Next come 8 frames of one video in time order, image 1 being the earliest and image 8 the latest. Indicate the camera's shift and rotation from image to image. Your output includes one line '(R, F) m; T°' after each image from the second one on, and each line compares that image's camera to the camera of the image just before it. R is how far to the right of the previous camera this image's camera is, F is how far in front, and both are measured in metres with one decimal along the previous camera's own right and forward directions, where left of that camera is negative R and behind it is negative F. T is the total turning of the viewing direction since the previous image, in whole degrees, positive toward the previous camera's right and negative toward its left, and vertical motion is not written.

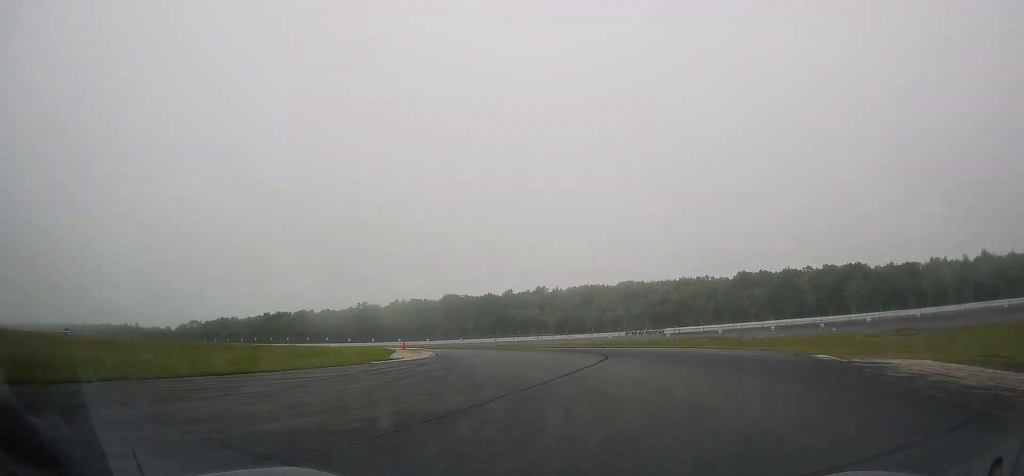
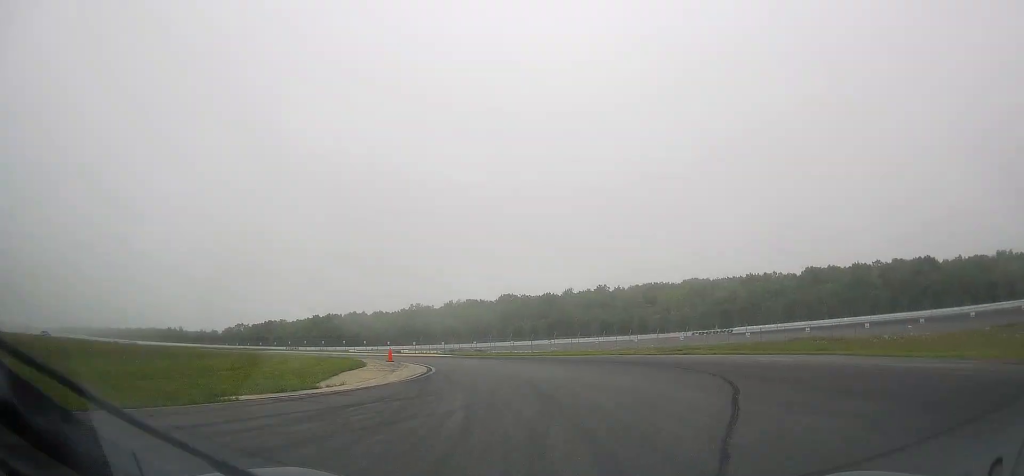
(-1.1, +10.2) m; -10°
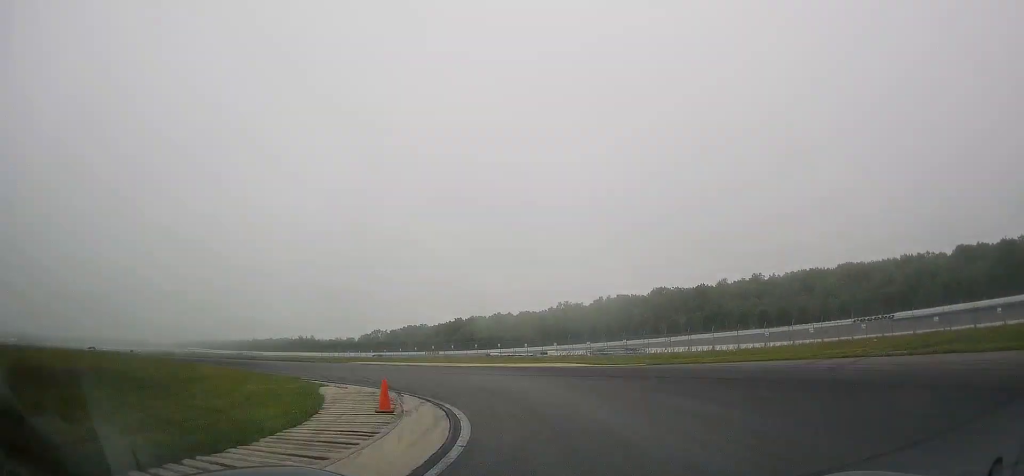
(-0.8, +11.6) m; -13°
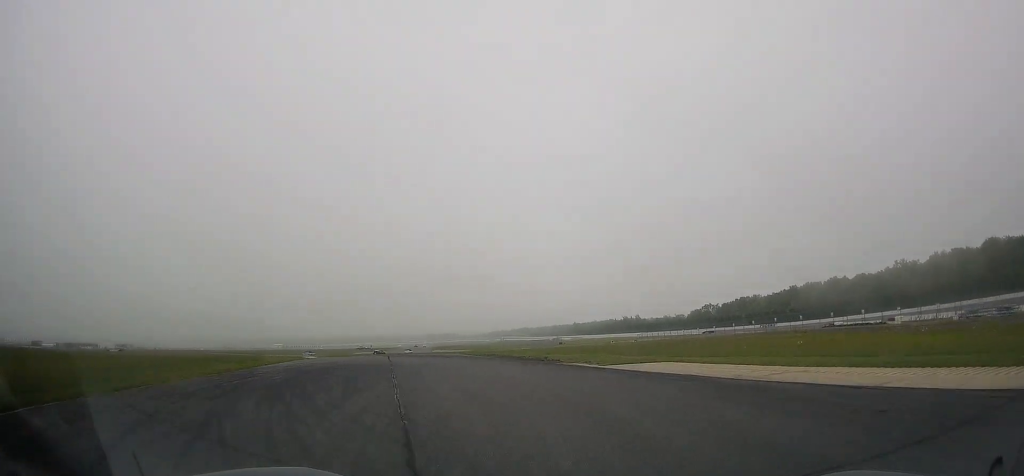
(-7.0, +22.8) m; -31°
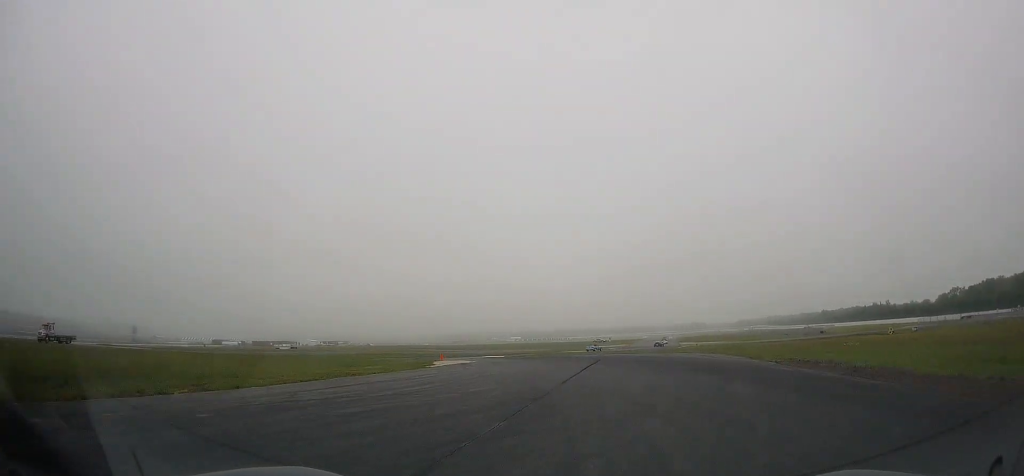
(-5.7, +23.7) m; -22°
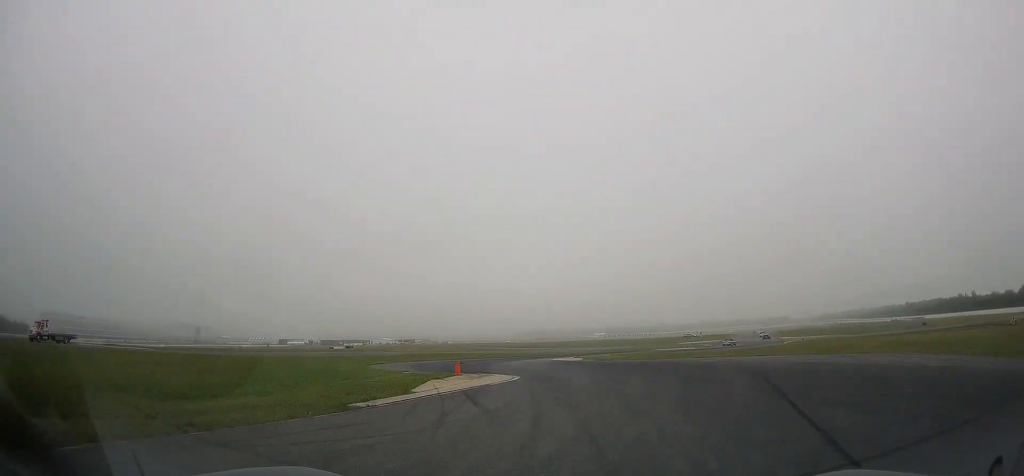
(-1.4, +15.9) m; -7°
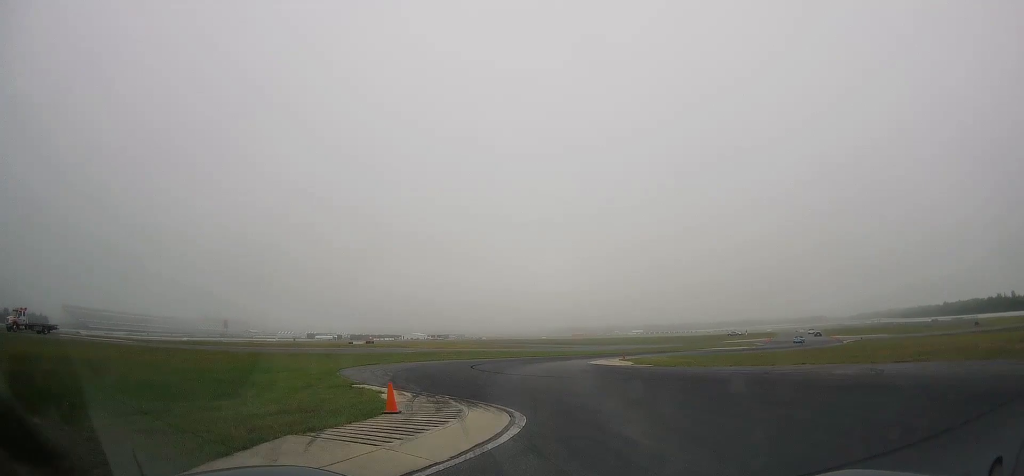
(-0.3, +10.3) m; -2°
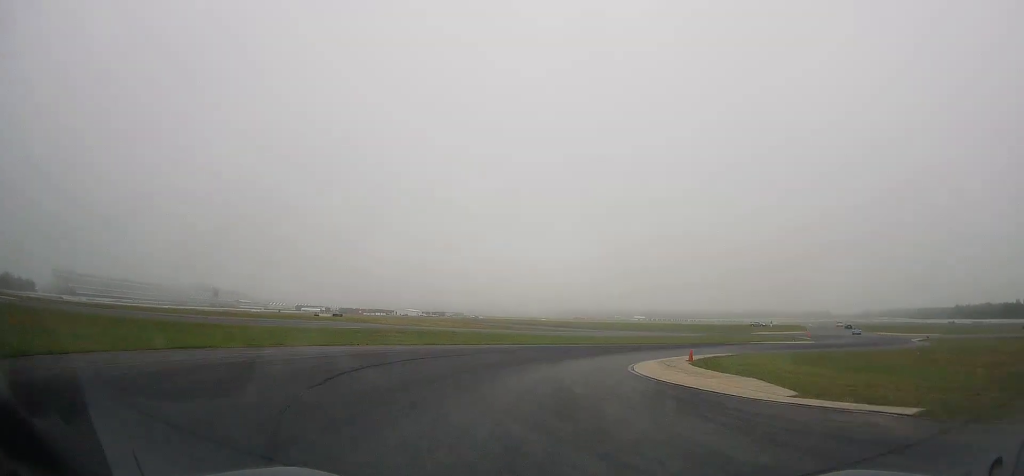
(-0.6, +19.3) m; +3°
